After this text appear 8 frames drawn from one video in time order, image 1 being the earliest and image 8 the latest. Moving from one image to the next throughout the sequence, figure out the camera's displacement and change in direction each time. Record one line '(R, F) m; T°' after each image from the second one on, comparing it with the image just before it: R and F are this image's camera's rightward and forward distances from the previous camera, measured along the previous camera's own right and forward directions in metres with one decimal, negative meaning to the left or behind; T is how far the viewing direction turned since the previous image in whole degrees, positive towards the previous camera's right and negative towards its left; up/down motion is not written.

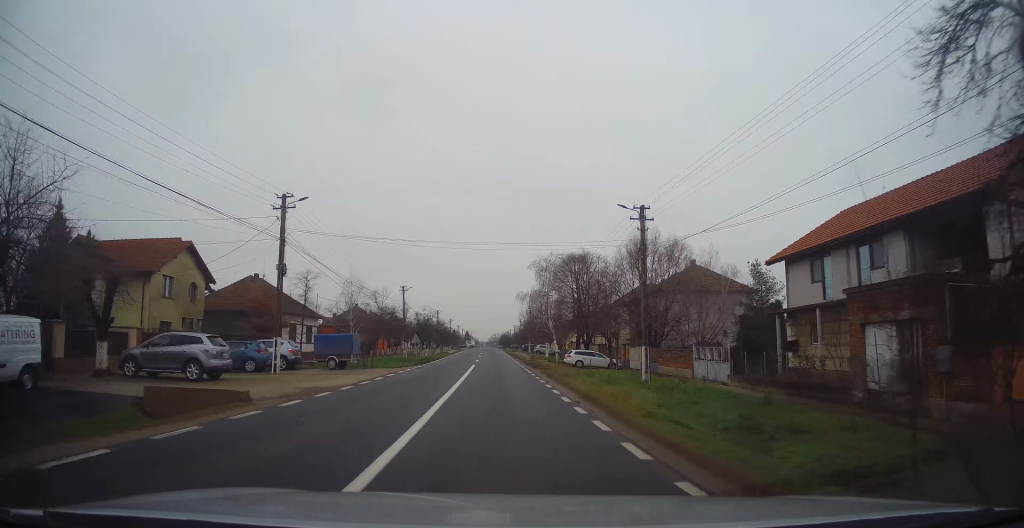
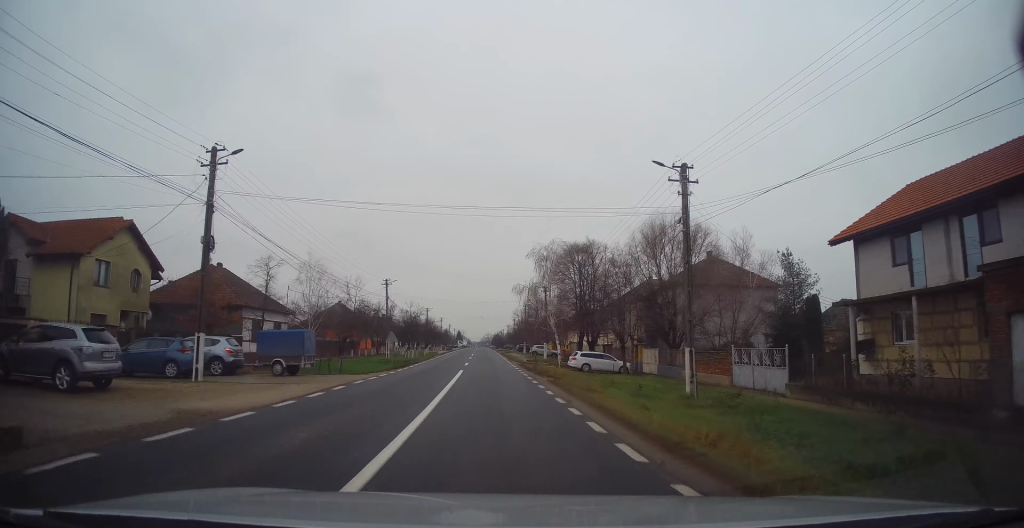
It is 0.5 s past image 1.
(-0.1, +6.1) m; +1°
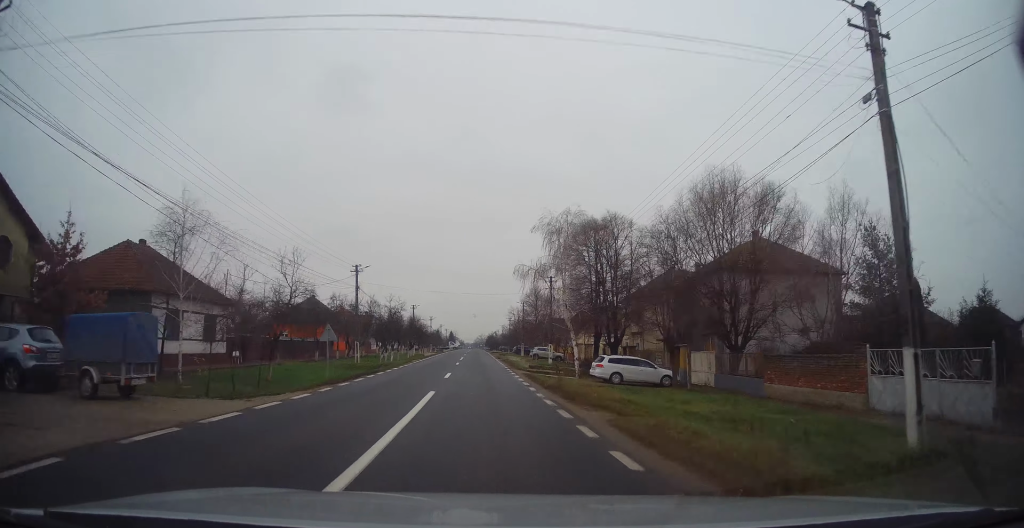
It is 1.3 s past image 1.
(+0.2, +10.8) m; +1°
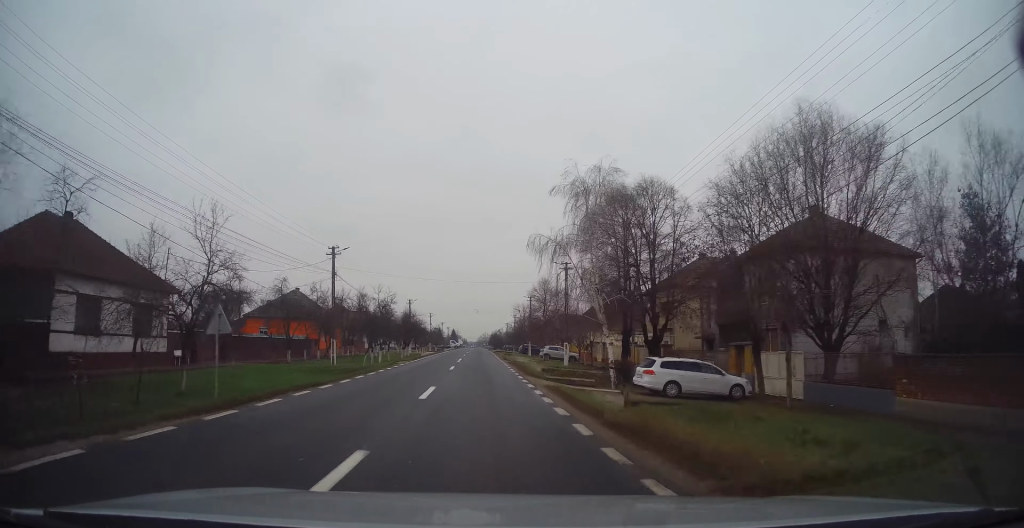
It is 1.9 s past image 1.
(0.0, +7.9) m; 0°
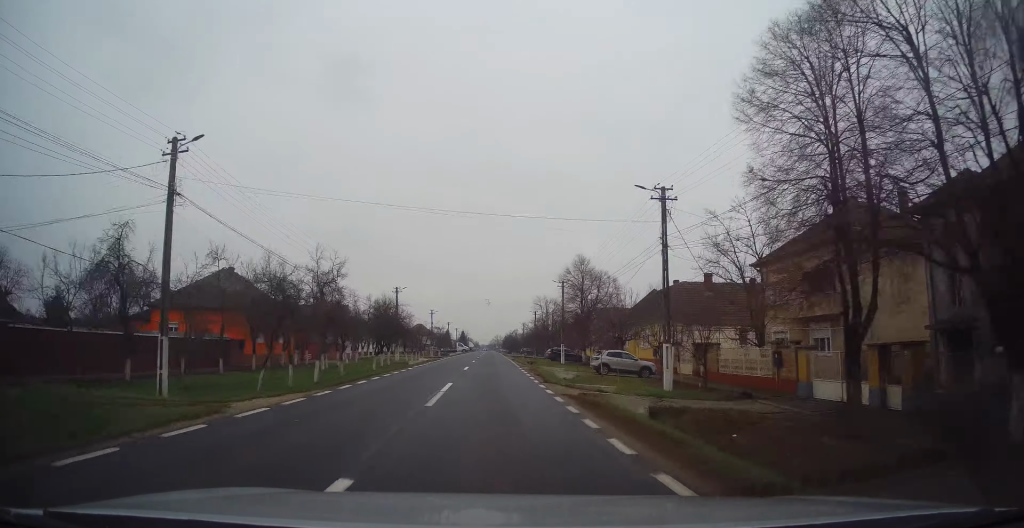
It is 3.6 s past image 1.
(-0.6, +21.7) m; -2°
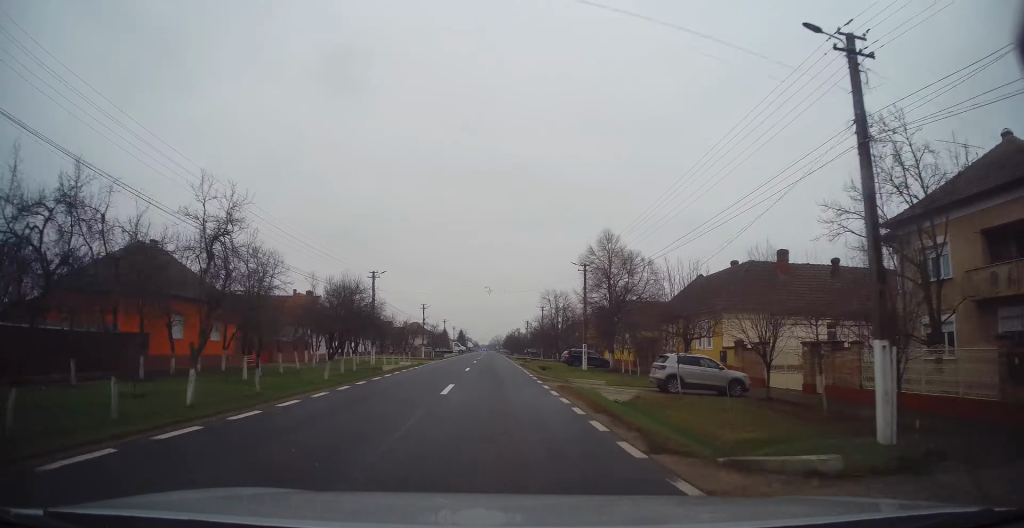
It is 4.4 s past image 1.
(+0.2, +12.4) m; +1°
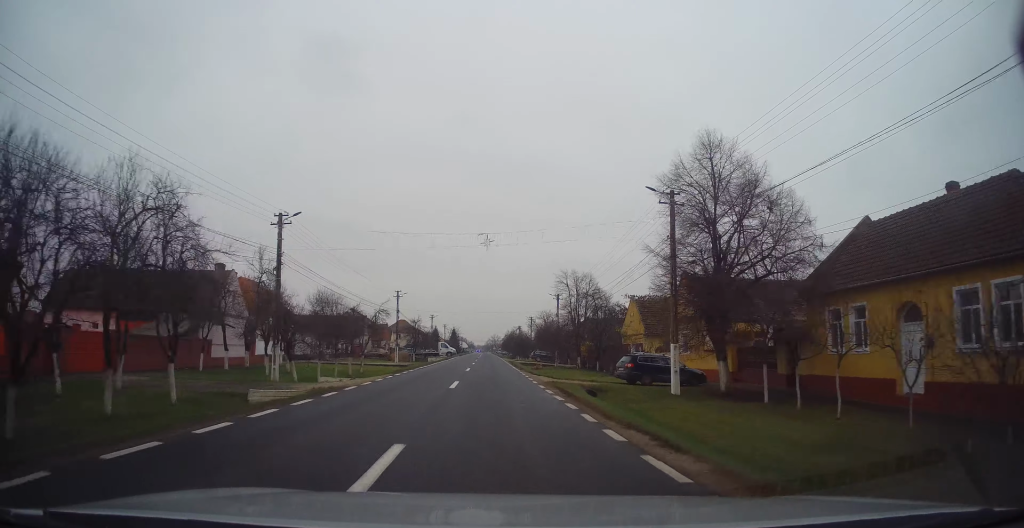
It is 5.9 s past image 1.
(+0.1, +21.0) m; +1°
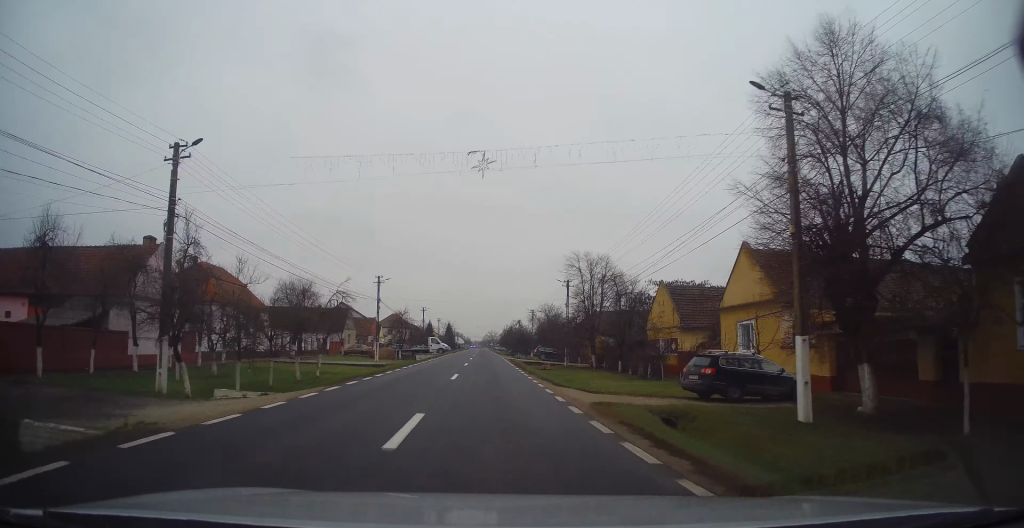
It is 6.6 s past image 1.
(-0.1, +9.5) m; +1°
